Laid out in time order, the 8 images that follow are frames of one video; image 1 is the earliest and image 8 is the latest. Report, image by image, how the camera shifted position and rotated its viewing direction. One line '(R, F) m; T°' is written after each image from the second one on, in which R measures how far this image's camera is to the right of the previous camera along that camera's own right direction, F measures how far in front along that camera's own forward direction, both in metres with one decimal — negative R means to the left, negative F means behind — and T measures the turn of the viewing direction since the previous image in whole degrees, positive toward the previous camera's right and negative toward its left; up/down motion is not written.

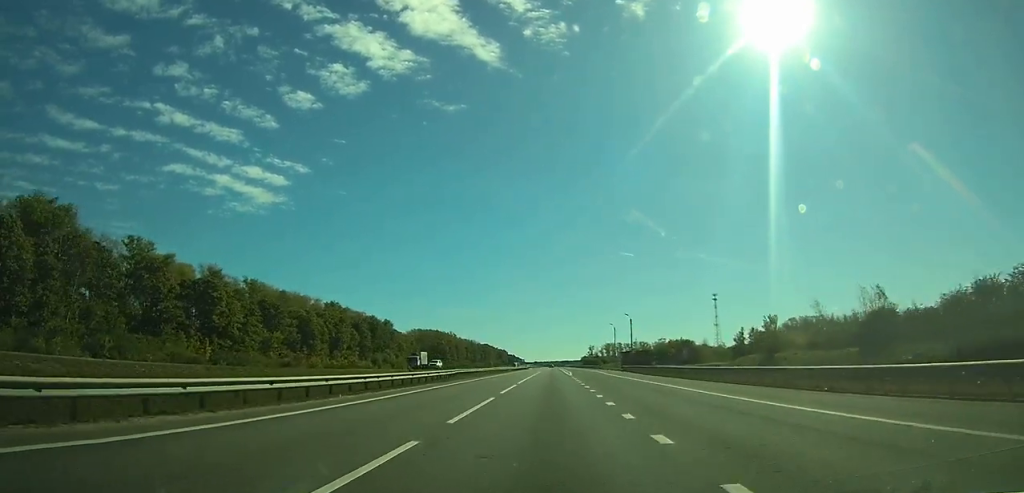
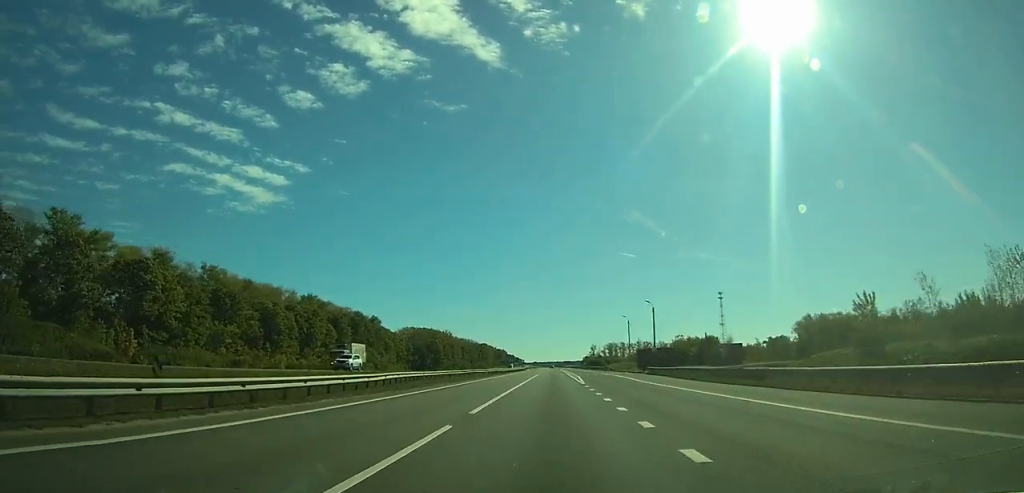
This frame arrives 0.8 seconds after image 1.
(-0.1, +21.2) m; 0°
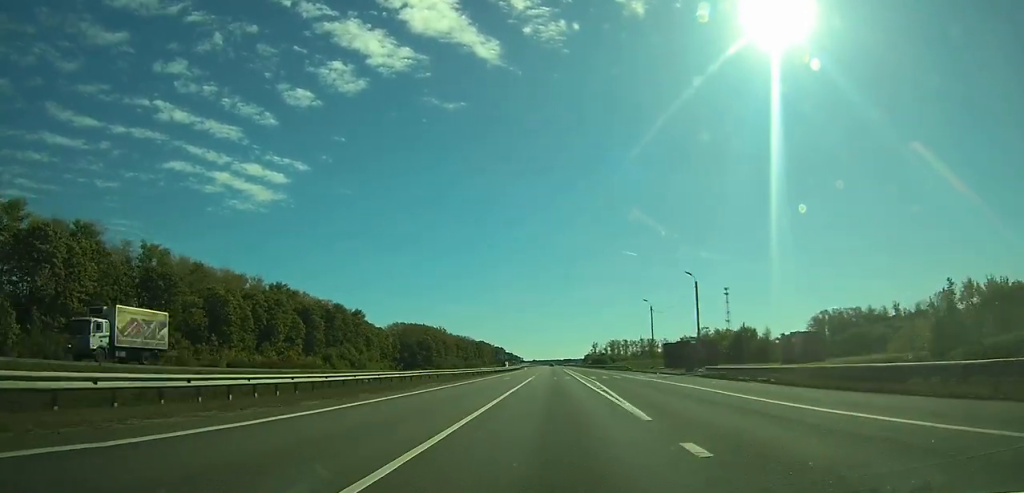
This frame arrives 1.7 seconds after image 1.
(-0.1, +23.0) m; 0°
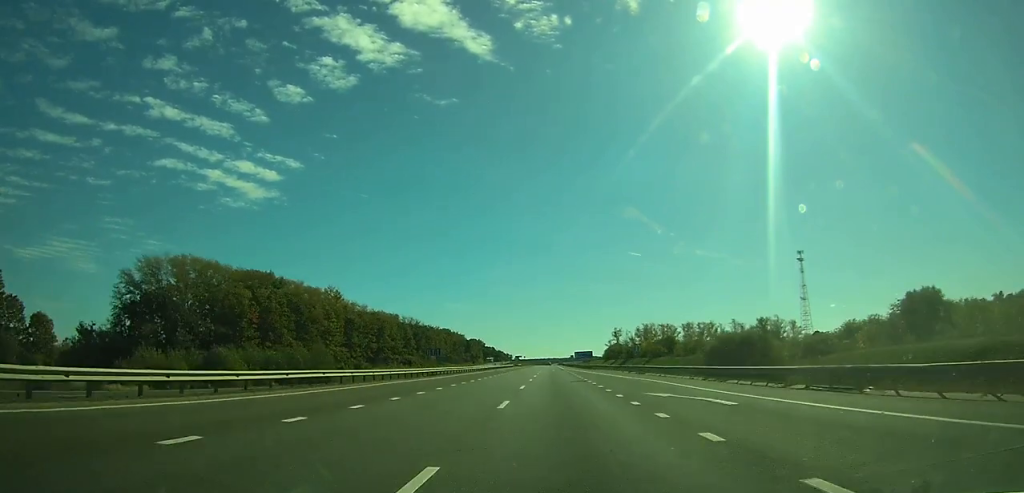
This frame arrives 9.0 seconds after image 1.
(-0.3, +200.0) m; 0°
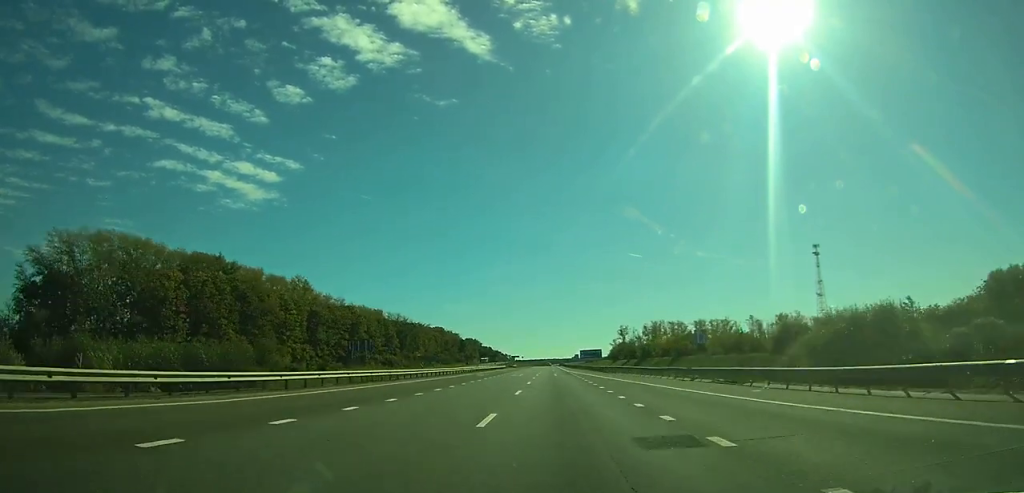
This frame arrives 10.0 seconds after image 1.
(+0.1, +27.8) m; 0°
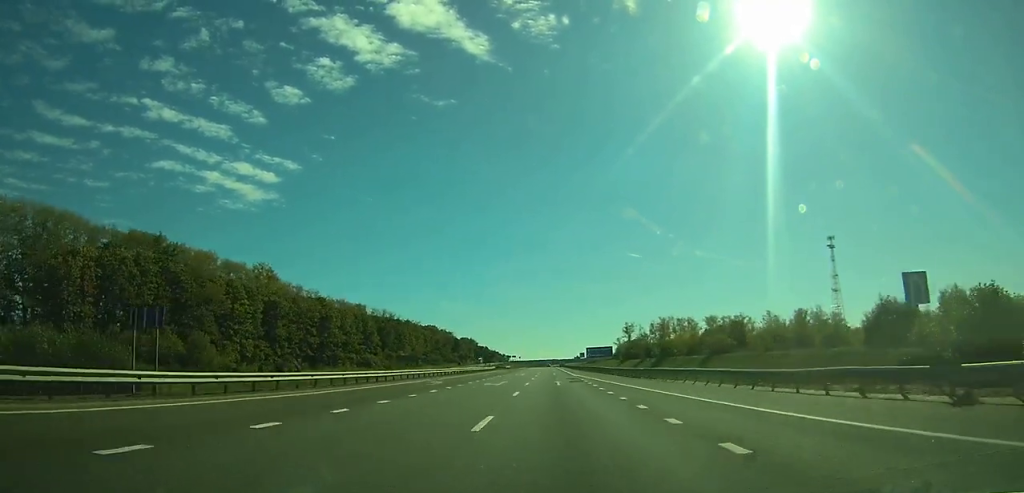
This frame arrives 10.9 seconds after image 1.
(0.0, +24.3) m; 0°
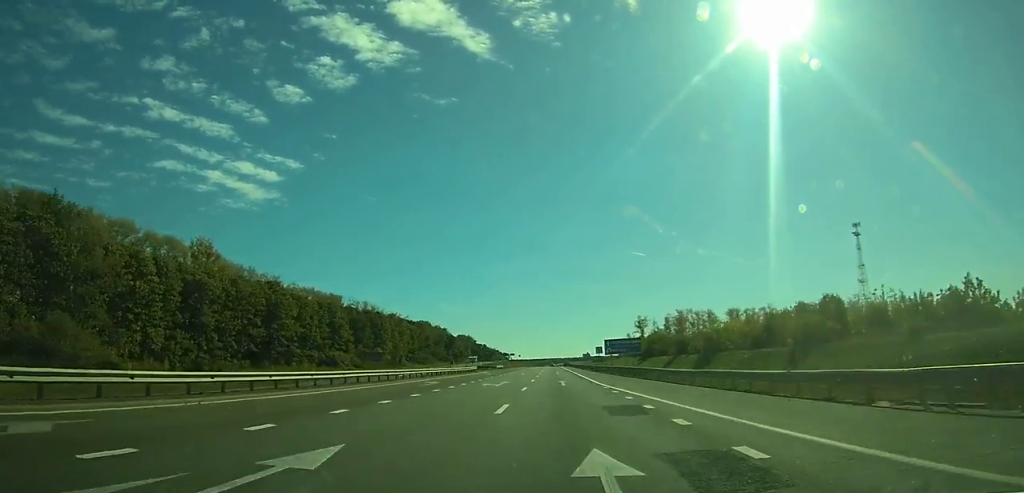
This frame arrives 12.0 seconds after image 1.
(0.0, +31.8) m; 0°
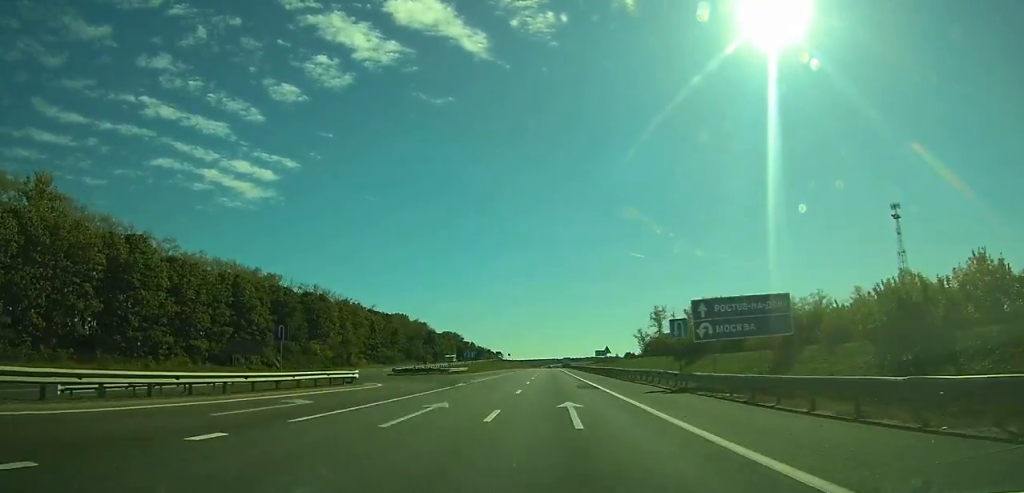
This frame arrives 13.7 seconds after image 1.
(0.0, +48.9) m; 0°
